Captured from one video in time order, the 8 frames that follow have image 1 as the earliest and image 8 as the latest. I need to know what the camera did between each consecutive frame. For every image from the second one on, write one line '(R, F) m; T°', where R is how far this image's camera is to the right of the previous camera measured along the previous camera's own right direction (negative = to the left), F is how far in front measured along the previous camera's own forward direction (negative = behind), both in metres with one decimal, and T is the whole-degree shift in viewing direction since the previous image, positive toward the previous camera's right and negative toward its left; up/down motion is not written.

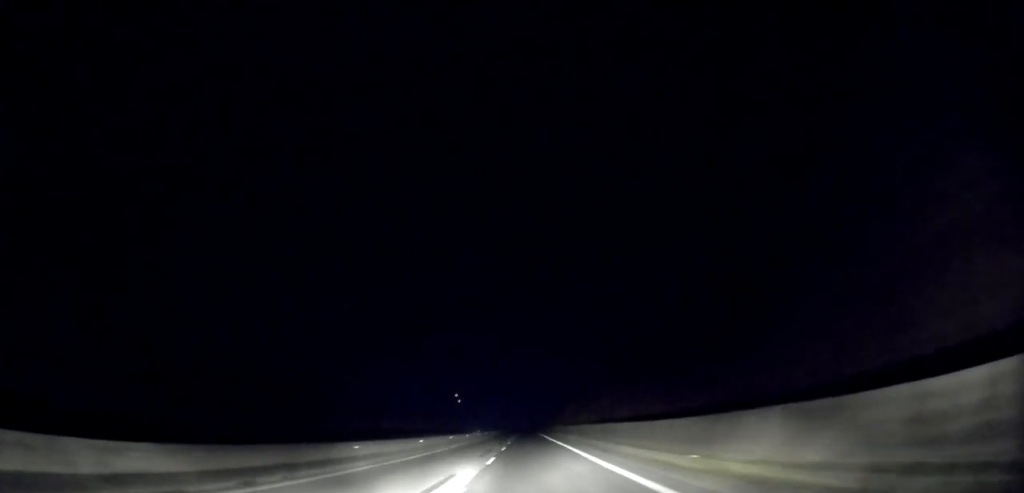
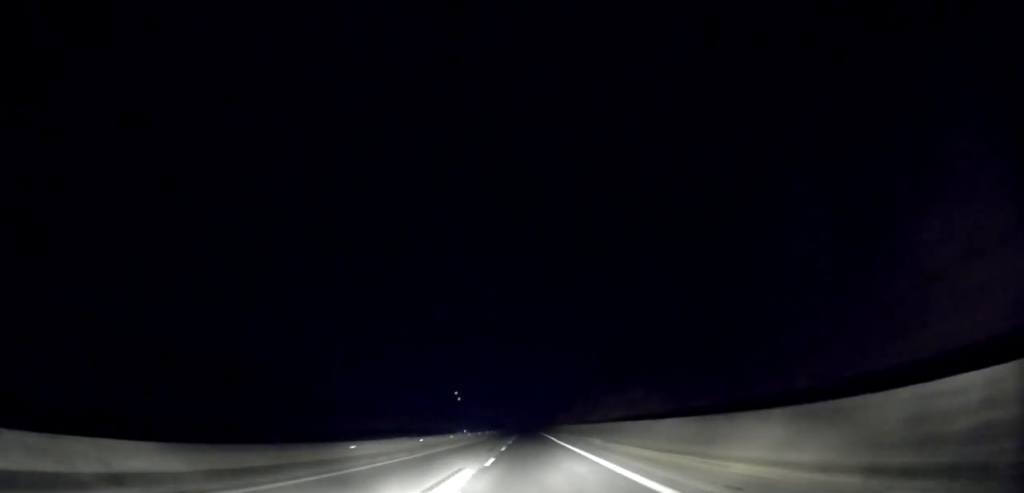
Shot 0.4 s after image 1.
(-0.1, +12.5) m; 0°
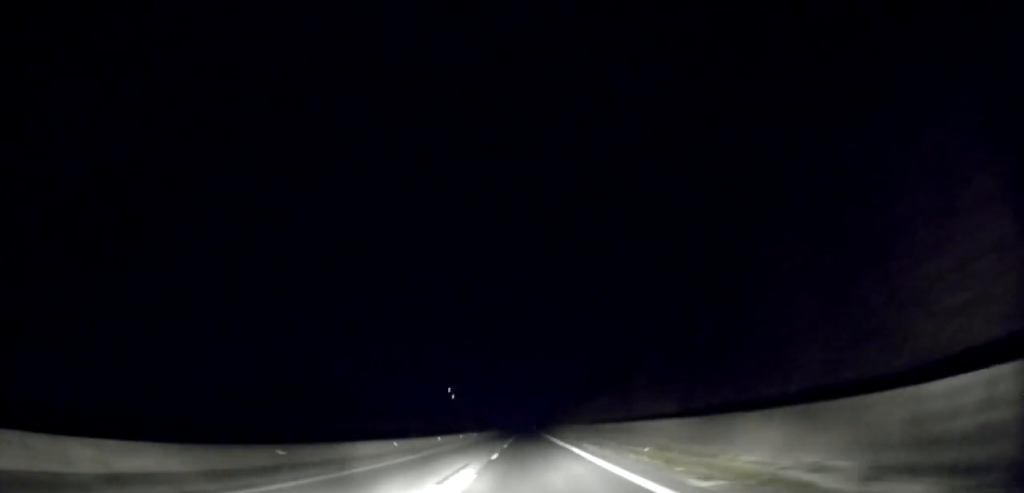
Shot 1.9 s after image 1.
(+0.1, +43.0) m; +1°
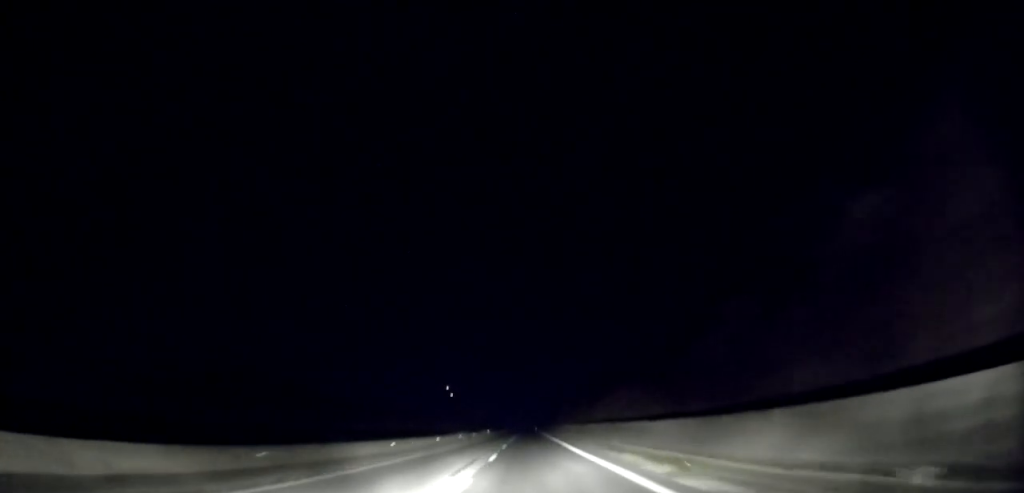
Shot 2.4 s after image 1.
(0.0, +13.1) m; 0°
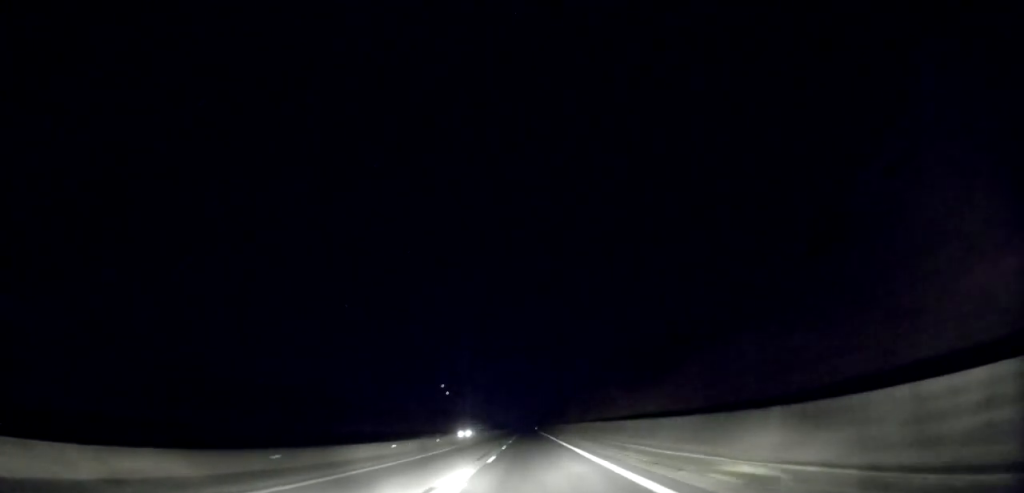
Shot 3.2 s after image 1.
(0.0, +24.2) m; 0°
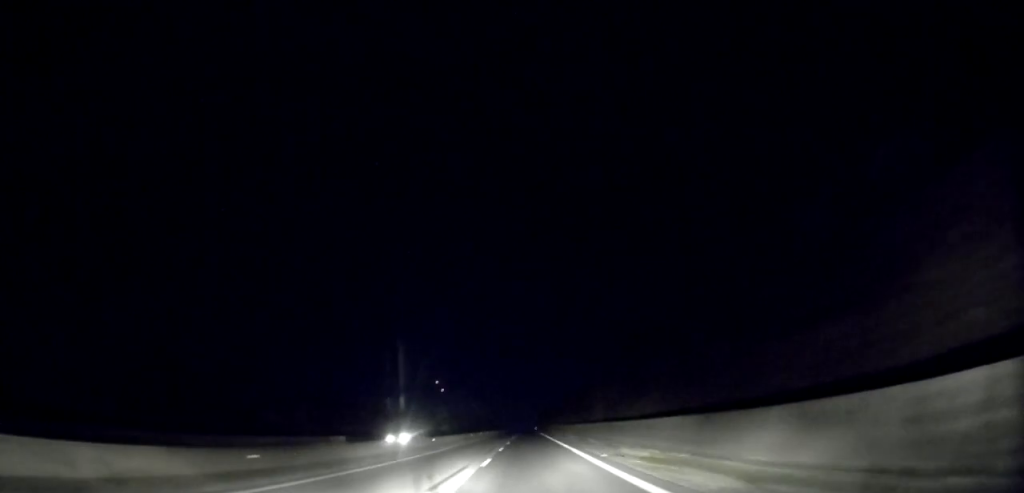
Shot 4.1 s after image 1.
(0.0, +24.9) m; 0°
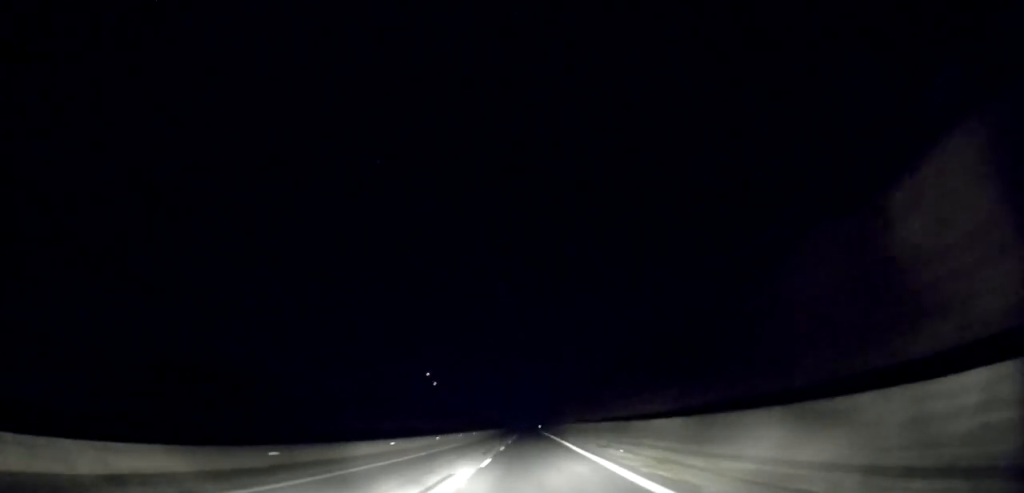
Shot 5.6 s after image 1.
(-0.4, +46.9) m; 0°
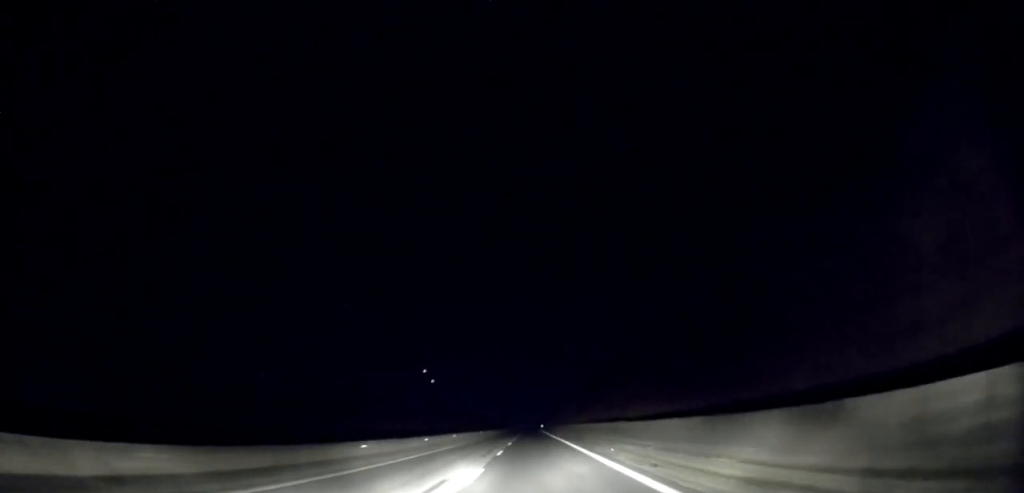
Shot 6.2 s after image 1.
(-0.1, +16.9) m; 0°
